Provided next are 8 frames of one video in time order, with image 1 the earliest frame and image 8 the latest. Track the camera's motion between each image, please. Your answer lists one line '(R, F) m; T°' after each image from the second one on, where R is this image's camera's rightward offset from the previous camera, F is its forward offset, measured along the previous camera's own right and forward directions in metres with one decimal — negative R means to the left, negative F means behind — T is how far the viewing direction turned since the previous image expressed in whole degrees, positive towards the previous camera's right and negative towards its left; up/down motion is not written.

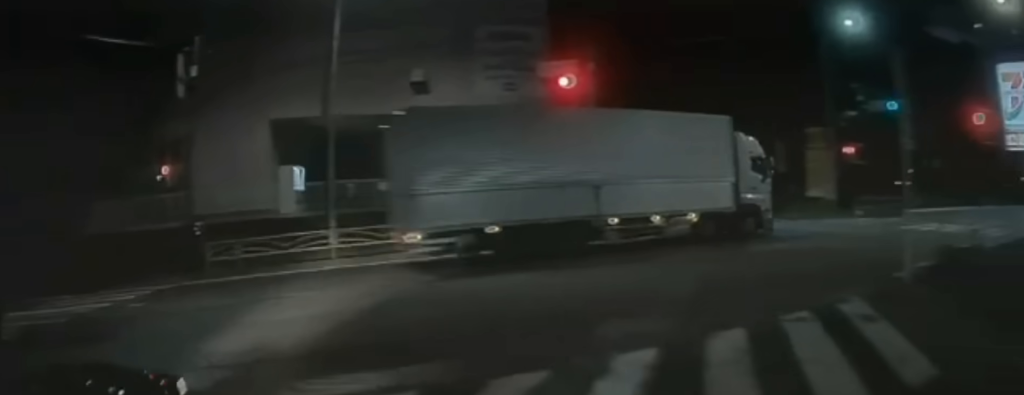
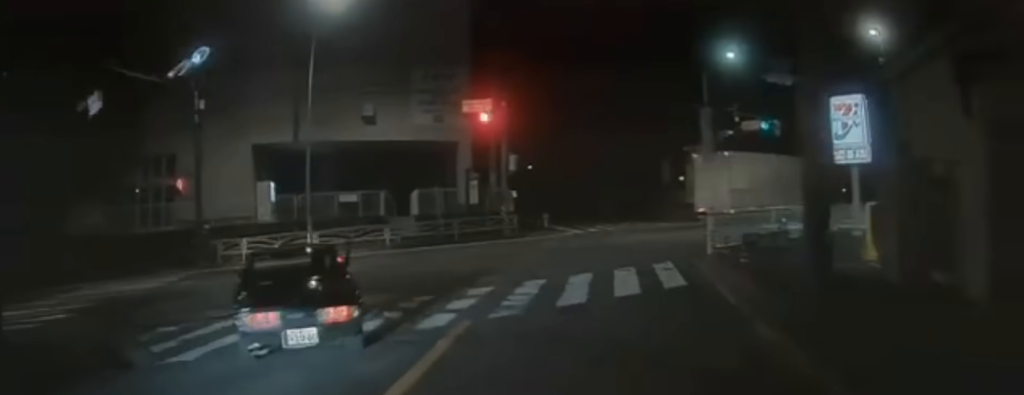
(+0.4, +5.2) m; +7°
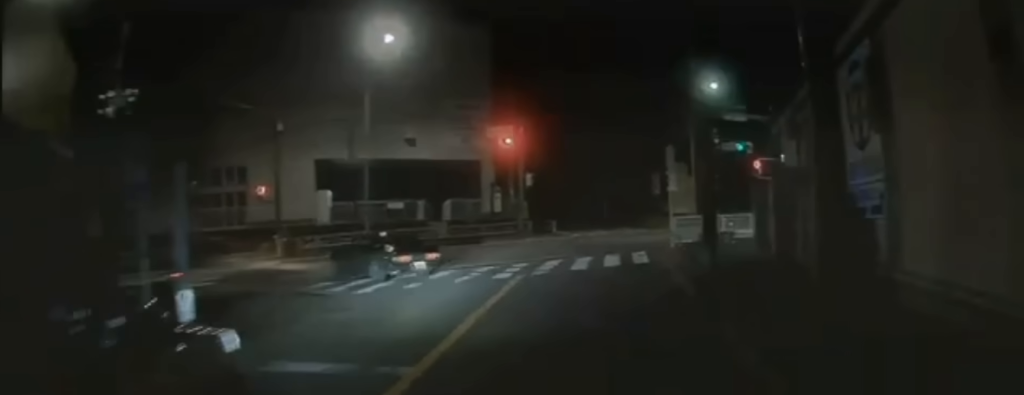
(+0.2, +6.8) m; -1°
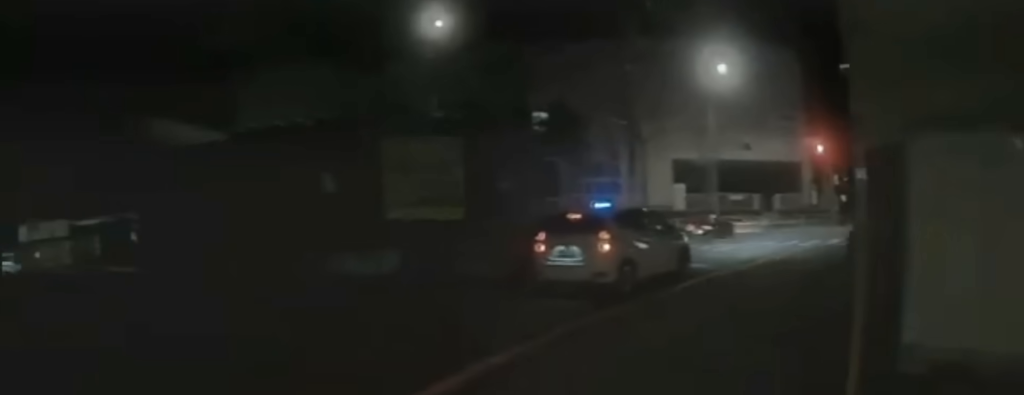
(-1.0, +9.3) m; -11°
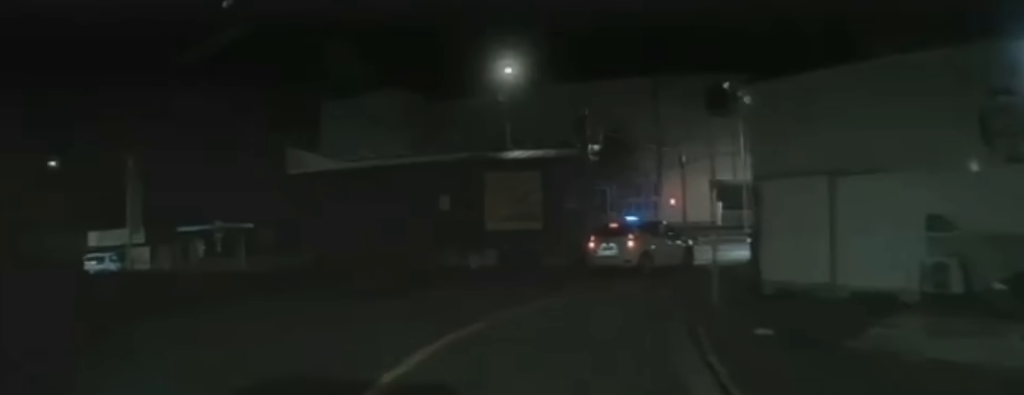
(-0.3, +5.8) m; -5°
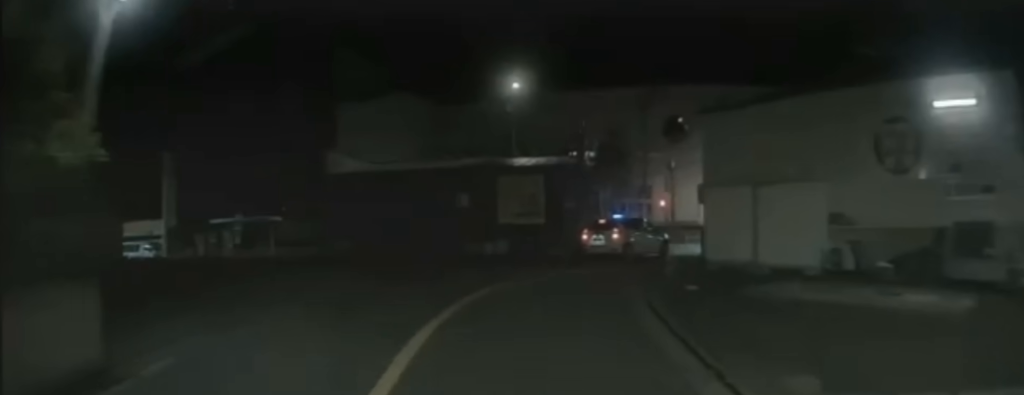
(0.0, +3.6) m; -3°
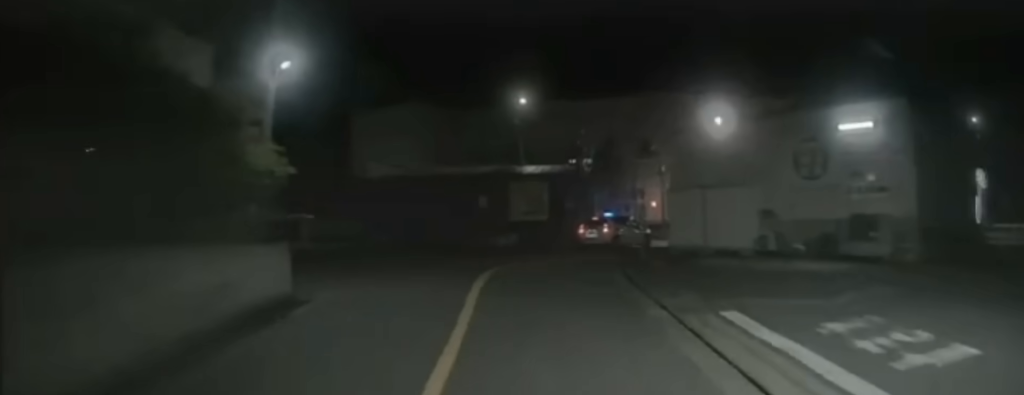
(-0.2, +4.8) m; -2°
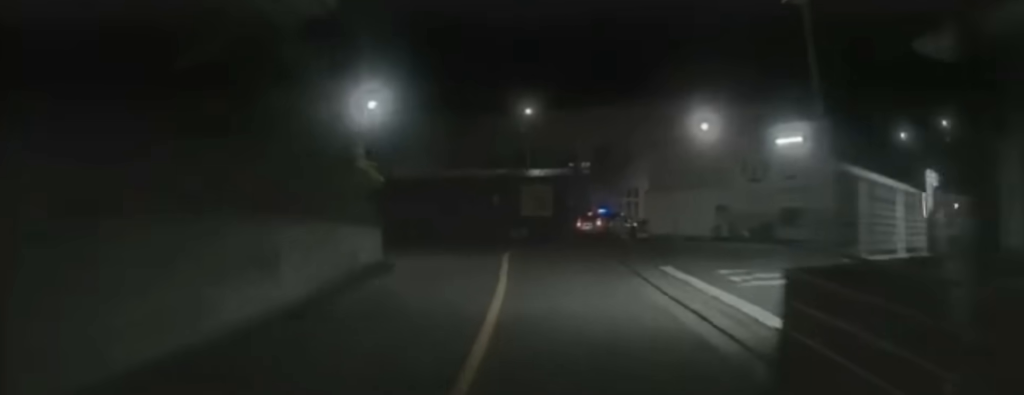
(0.0, +4.4) m; -2°
